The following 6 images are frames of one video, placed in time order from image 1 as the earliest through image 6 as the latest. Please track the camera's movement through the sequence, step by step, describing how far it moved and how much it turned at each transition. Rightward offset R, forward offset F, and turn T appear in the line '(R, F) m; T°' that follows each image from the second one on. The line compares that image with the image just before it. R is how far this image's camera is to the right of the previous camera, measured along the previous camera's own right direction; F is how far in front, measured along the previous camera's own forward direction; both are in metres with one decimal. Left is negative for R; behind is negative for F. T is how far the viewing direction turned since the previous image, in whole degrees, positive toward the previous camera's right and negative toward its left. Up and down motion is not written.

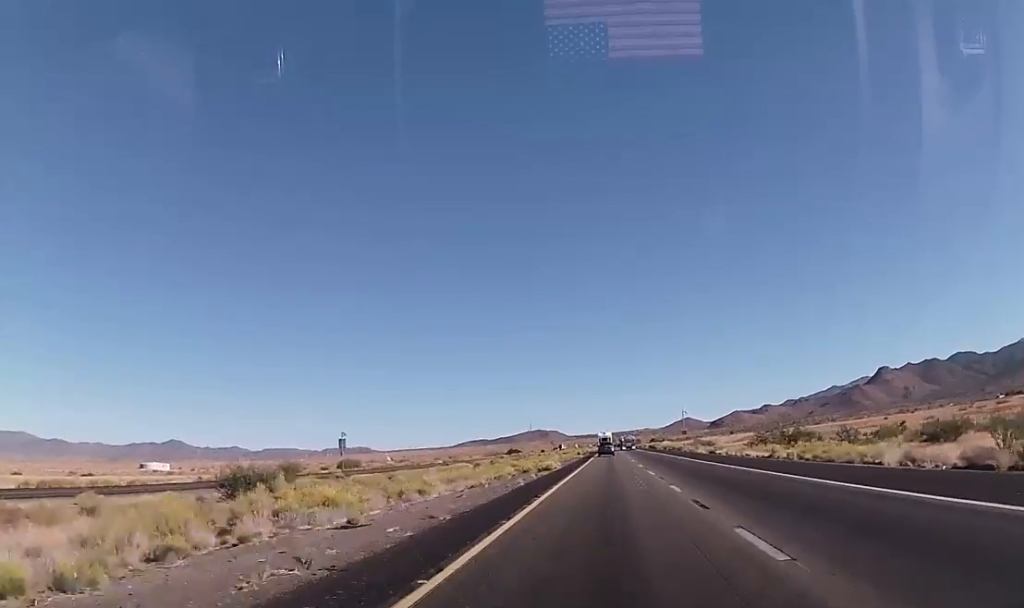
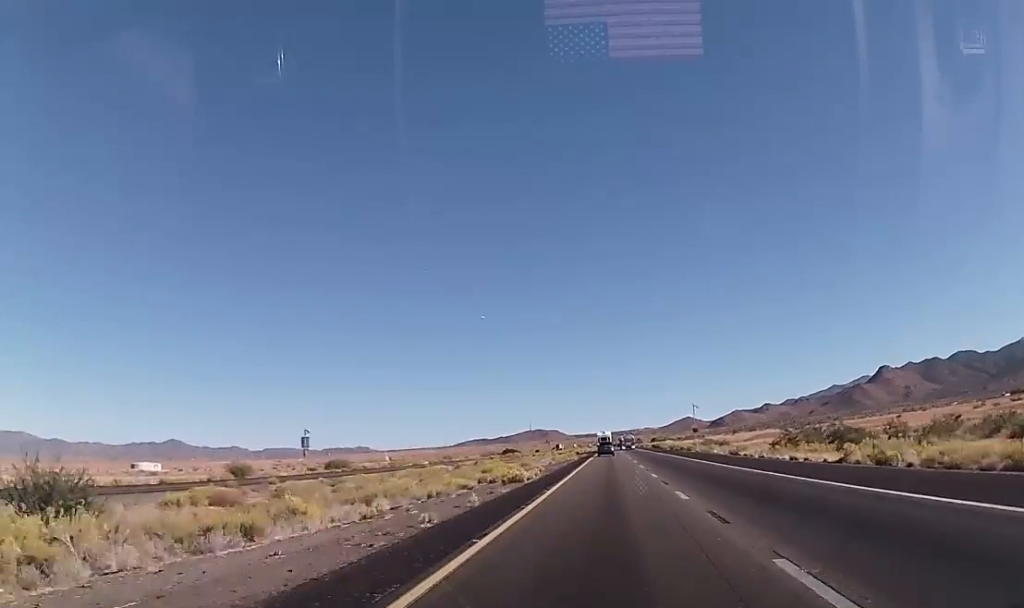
(0.0, +15.1) m; 0°
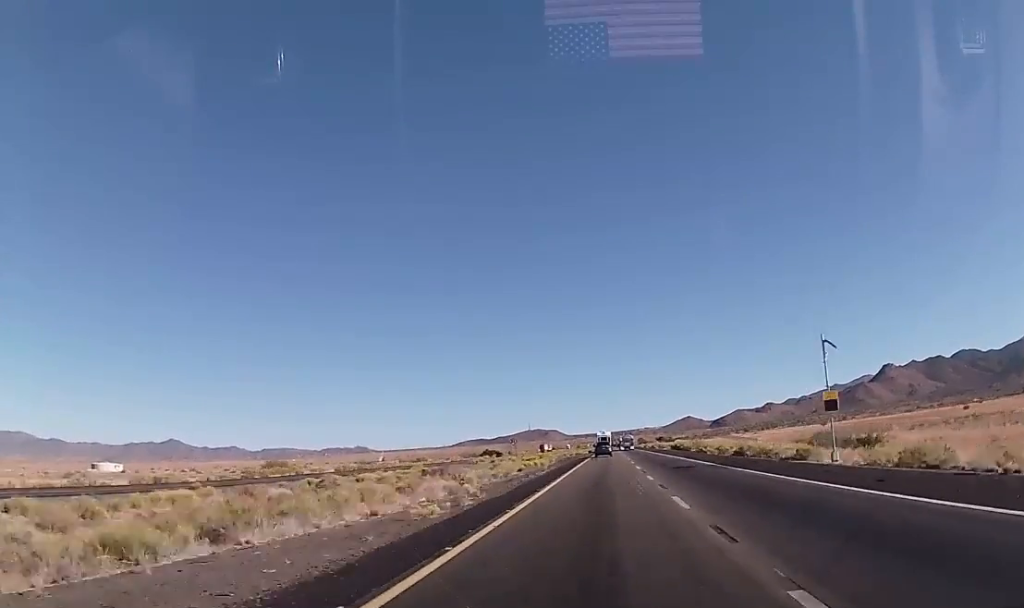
(+0.5, +62.9) m; +1°
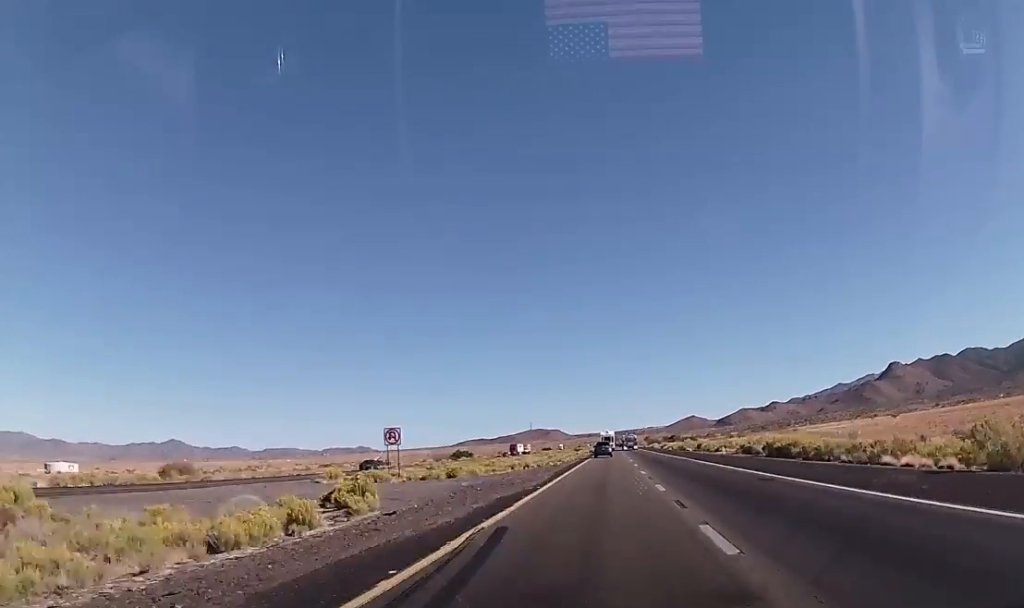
(-0.5, +68.0) m; -1°
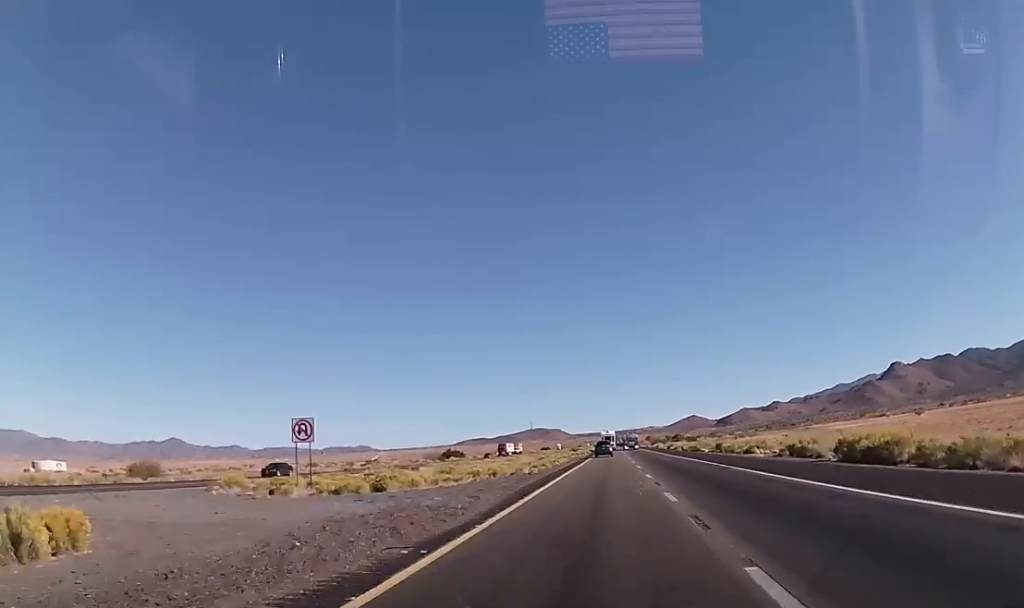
(-0.3, +16.4) m; 0°
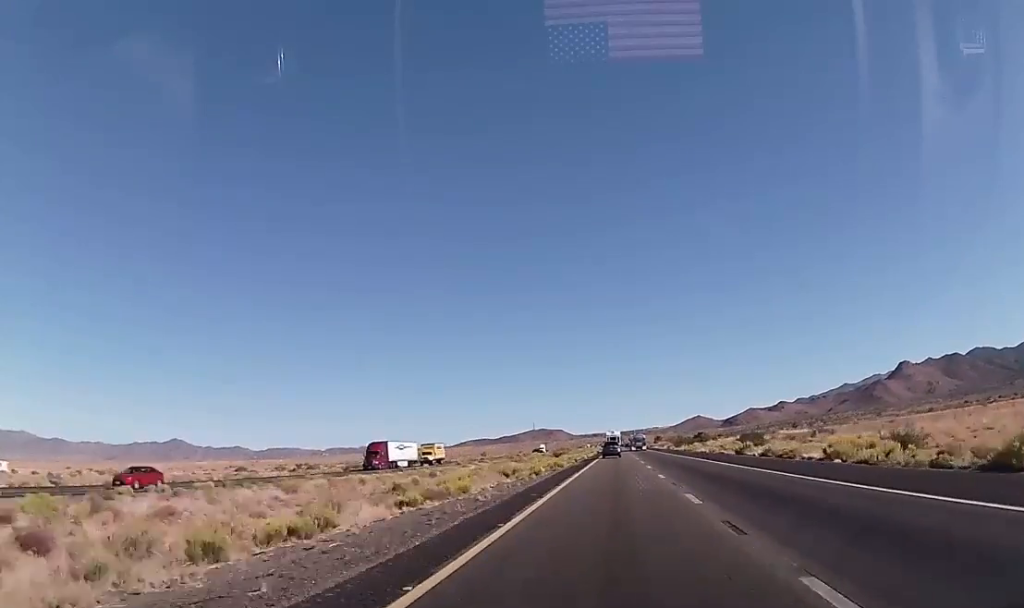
(+1.2, +74.2) m; 0°
